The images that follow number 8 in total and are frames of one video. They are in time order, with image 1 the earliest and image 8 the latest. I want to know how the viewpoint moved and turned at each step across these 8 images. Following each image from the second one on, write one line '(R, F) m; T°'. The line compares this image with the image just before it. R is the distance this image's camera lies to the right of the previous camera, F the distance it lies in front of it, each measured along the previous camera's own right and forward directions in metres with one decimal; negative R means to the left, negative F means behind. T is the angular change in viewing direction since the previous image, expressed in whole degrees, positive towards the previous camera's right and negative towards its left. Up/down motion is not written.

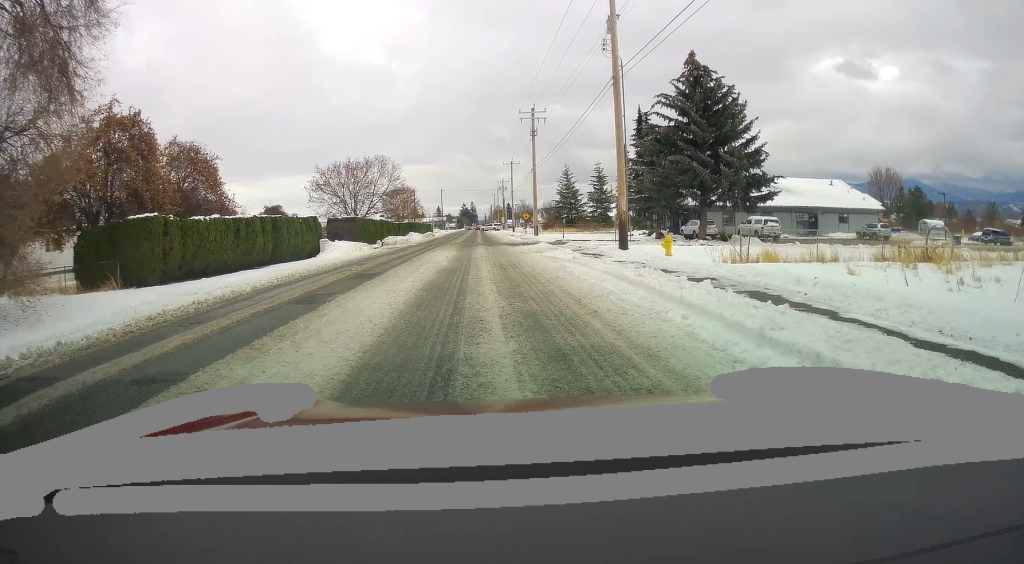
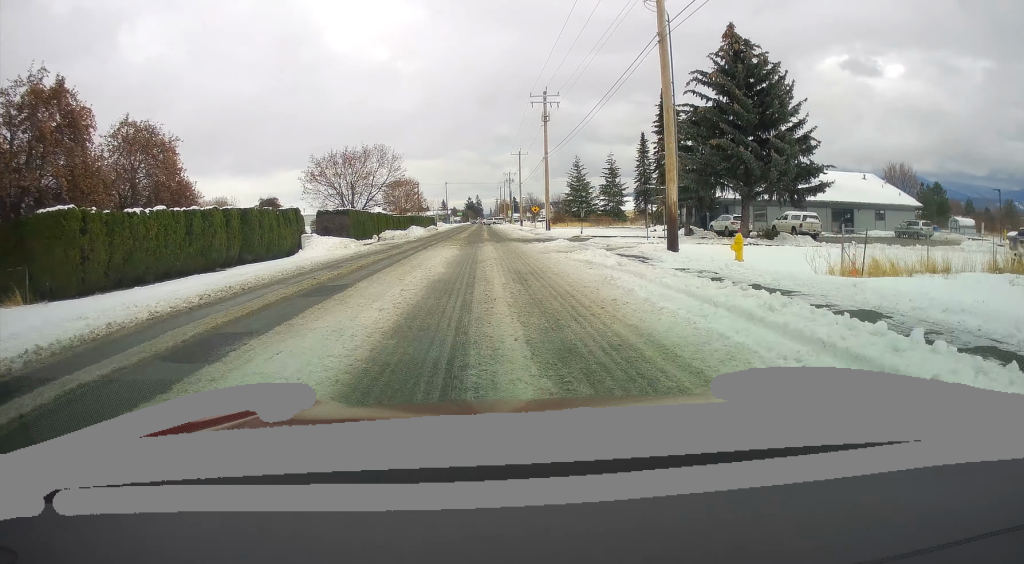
(0.0, +6.6) m; 0°
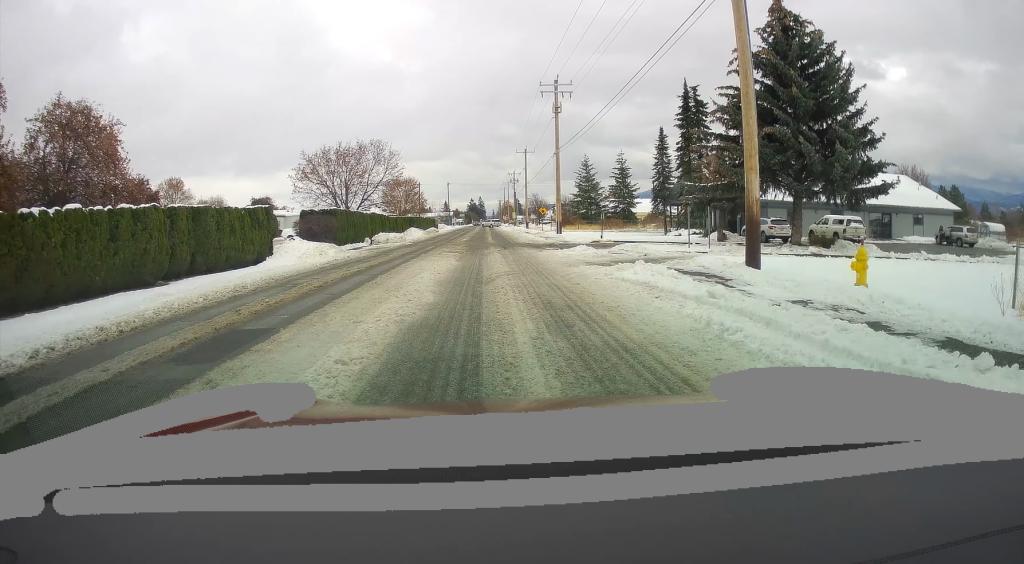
(0.0, +7.2) m; 0°
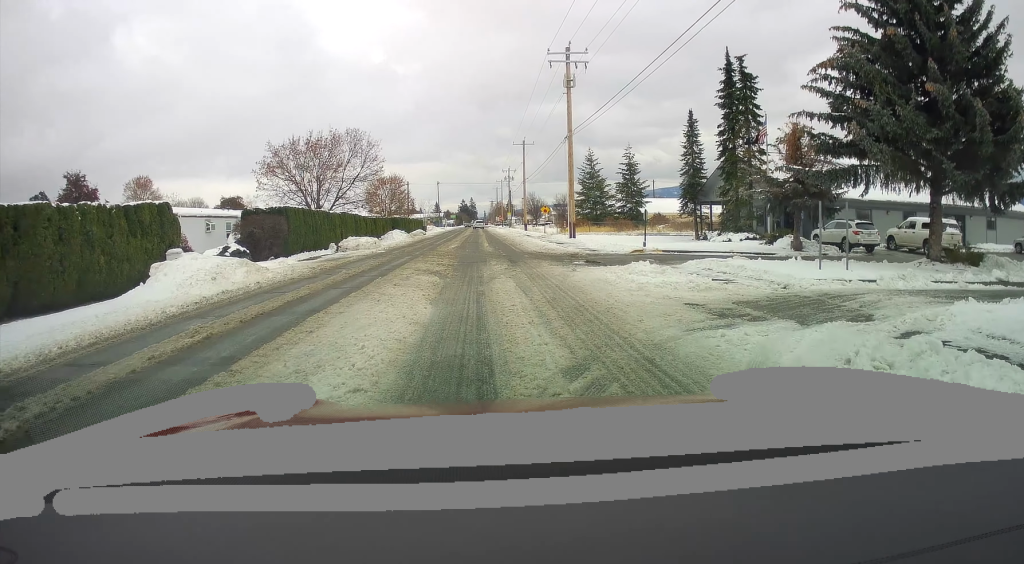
(0.0, +14.5) m; 0°
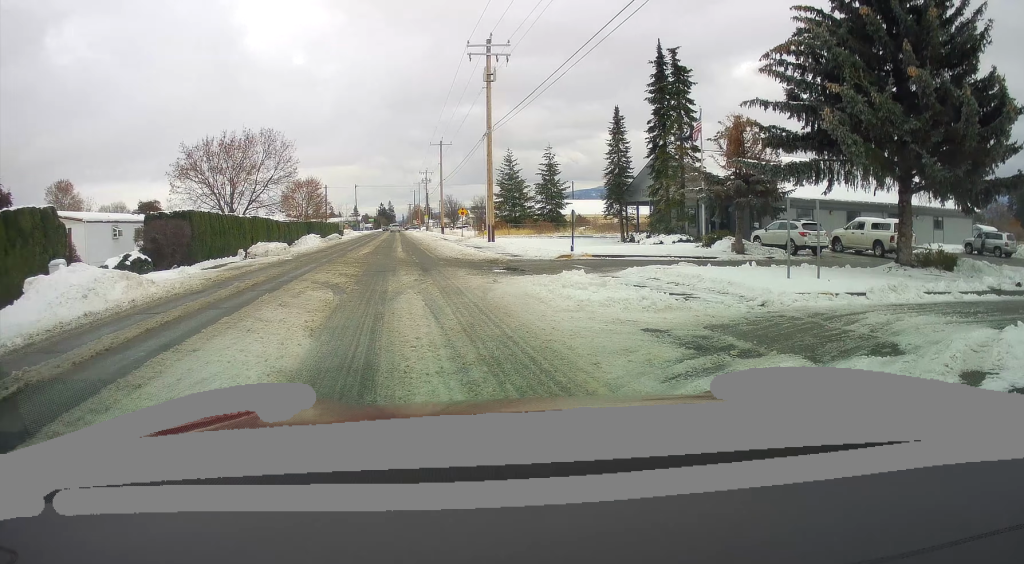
(0.0, +3.8) m; +1°
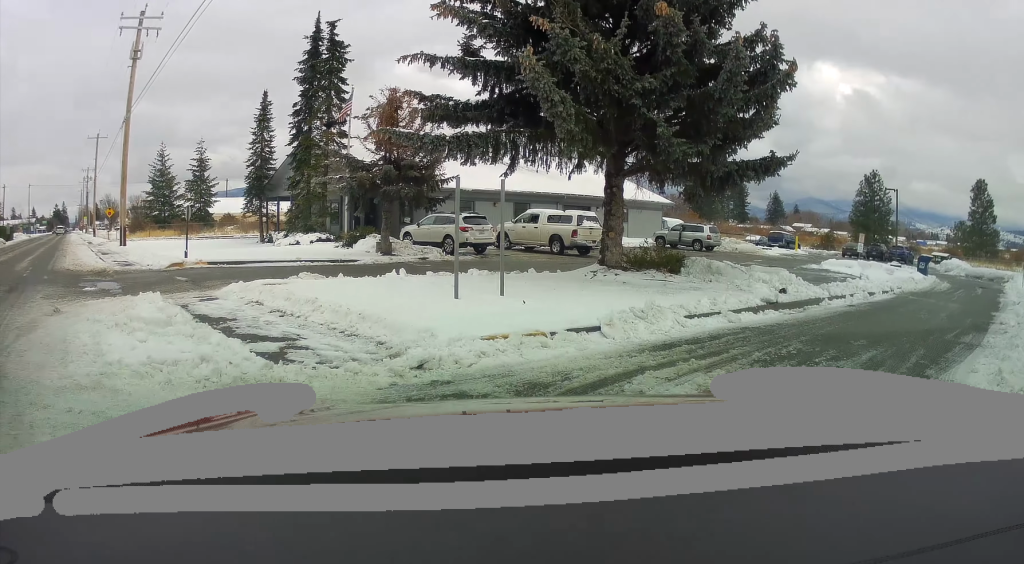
(+0.5, +6.2) m; +17°
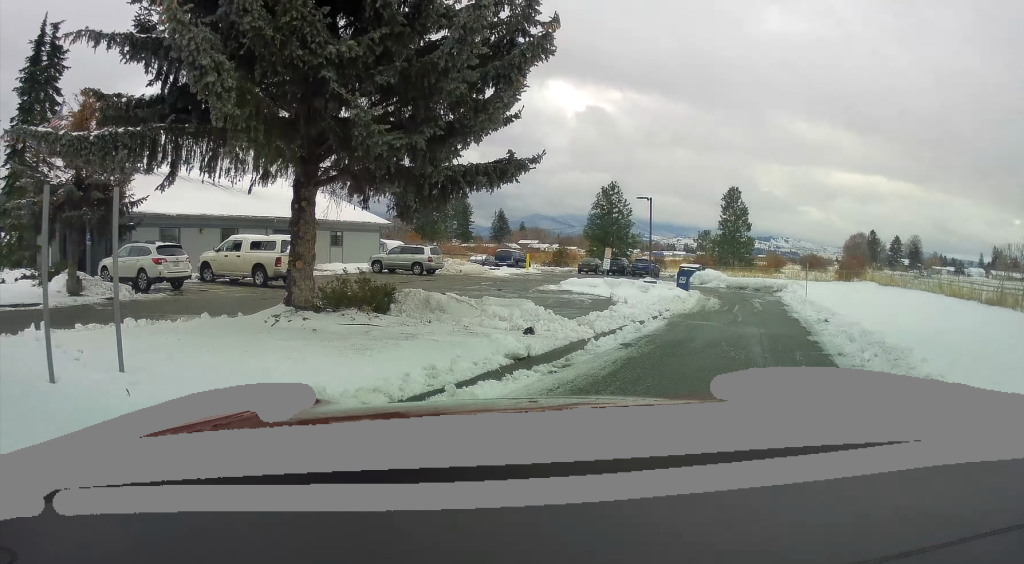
(+0.6, +3.6) m; +17°
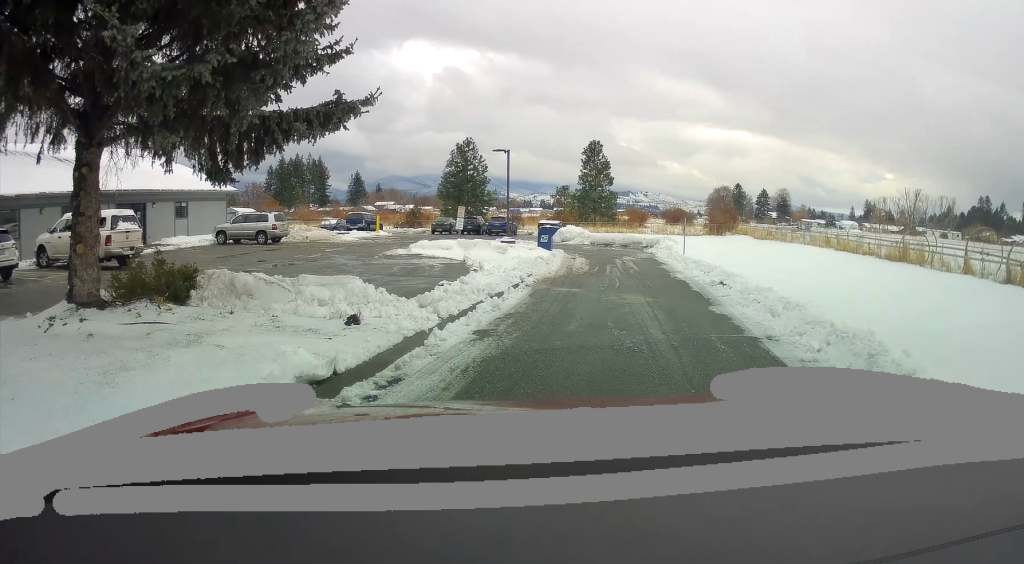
(+0.3, +2.3) m; +10°
